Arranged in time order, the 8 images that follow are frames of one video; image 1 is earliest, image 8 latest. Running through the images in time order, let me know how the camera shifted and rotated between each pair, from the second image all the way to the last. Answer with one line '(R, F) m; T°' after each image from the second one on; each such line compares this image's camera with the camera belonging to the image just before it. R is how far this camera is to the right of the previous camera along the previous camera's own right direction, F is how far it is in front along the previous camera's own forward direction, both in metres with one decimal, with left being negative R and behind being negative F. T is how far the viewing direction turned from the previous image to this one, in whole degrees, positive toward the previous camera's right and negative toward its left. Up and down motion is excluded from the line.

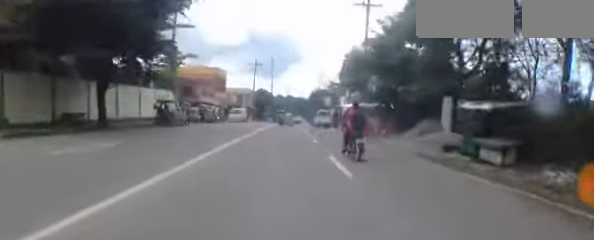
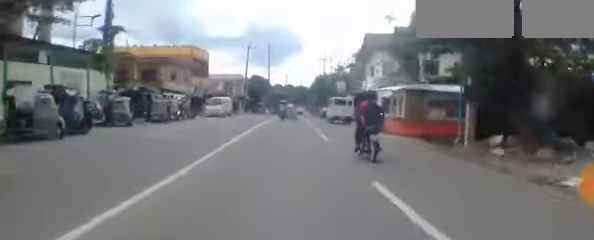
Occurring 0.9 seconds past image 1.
(-0.1, +11.1) m; 0°
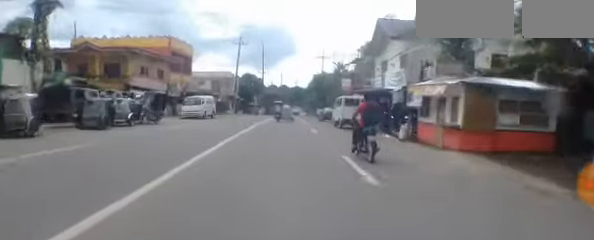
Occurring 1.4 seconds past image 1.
(+0.1, +5.9) m; +1°
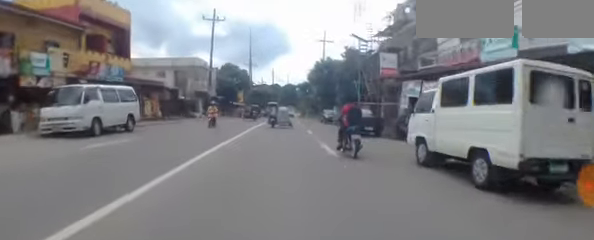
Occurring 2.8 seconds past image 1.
(+0.1, +14.1) m; +3°
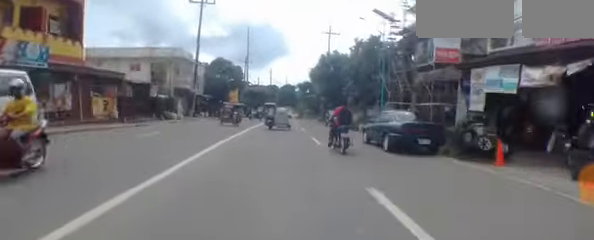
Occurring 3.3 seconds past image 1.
(+0.2, +5.9) m; 0°
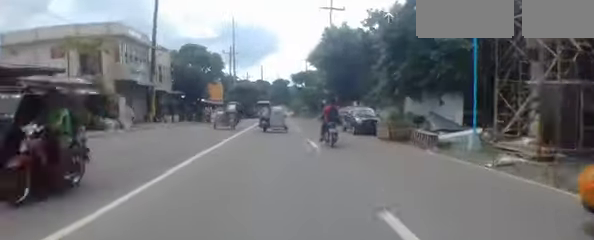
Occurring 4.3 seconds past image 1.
(0.0, +10.4) m; 0°
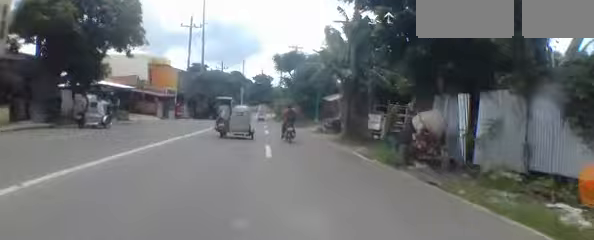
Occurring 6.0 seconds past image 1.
(0.0, +20.2) m; -1°
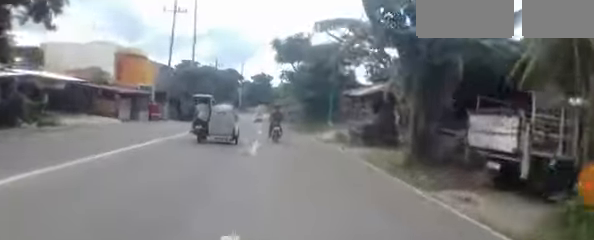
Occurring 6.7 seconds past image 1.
(-0.4, +9.4) m; 0°
